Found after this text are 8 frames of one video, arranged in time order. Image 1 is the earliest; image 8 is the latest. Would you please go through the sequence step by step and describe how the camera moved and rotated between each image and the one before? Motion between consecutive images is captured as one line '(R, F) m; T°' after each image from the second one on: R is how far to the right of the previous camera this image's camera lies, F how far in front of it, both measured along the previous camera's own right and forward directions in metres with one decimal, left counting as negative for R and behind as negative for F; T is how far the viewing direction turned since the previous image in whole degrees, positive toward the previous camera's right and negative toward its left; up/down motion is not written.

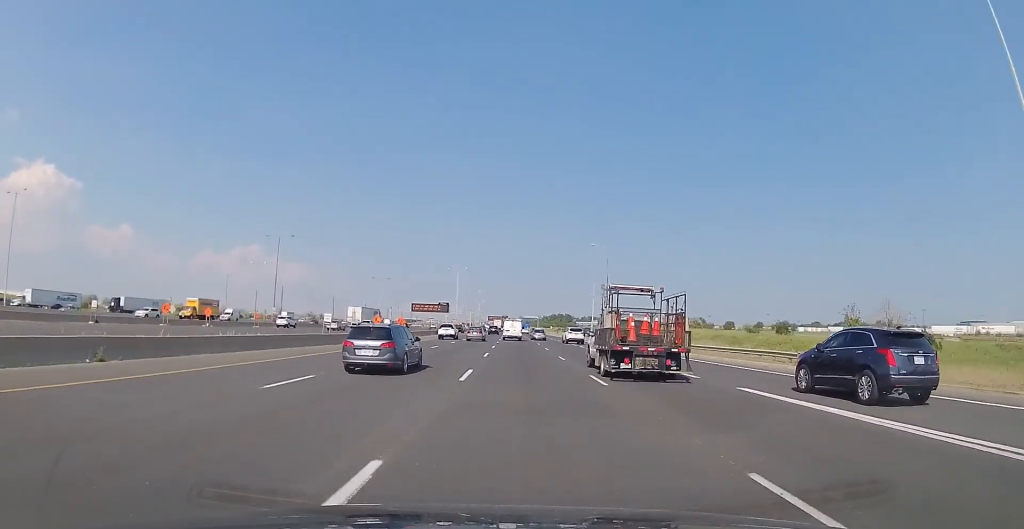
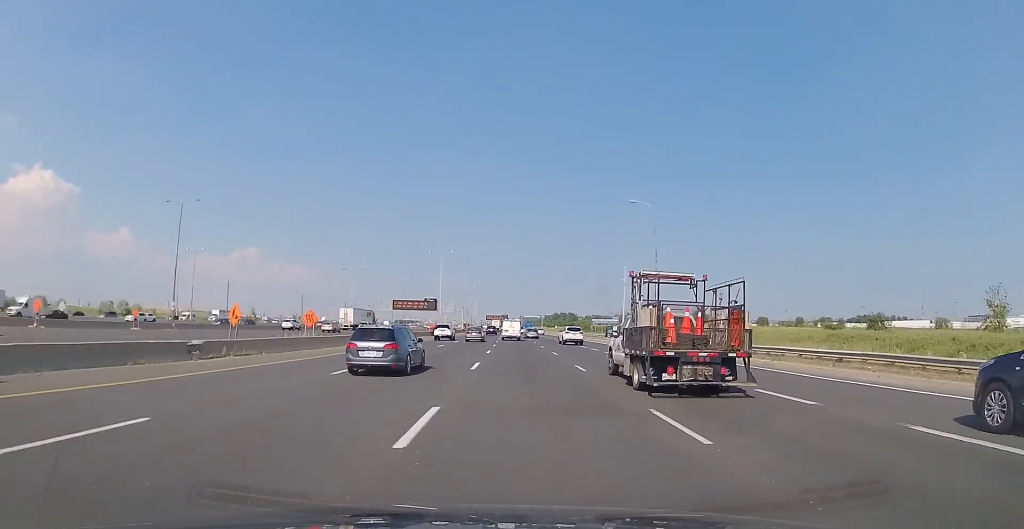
(-0.1, +31.8) m; 0°
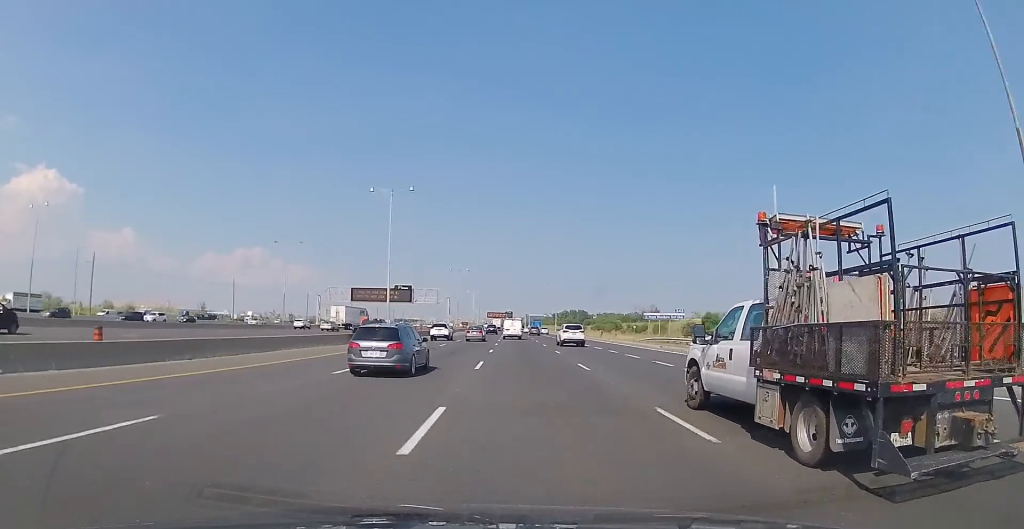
(+0.3, +48.1) m; 0°
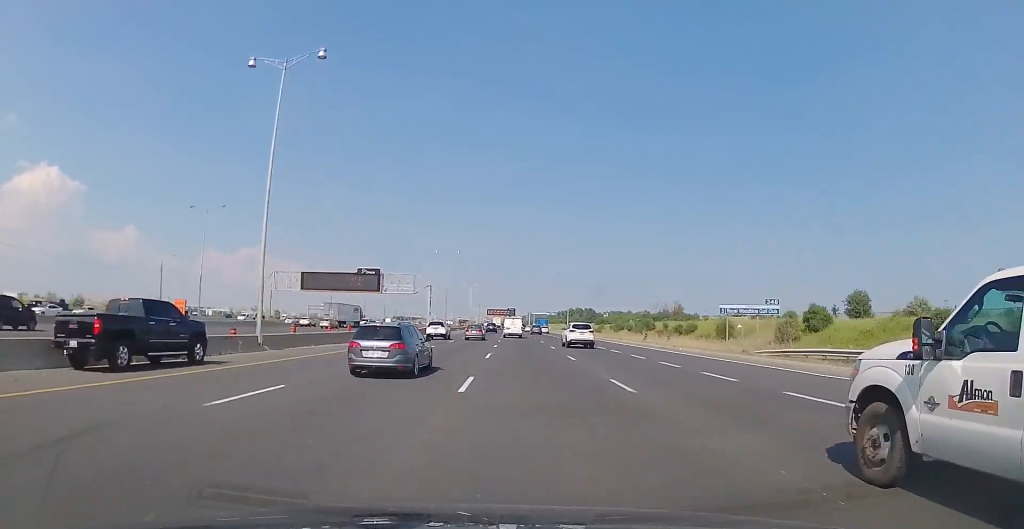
(-0.3, +30.5) m; -1°
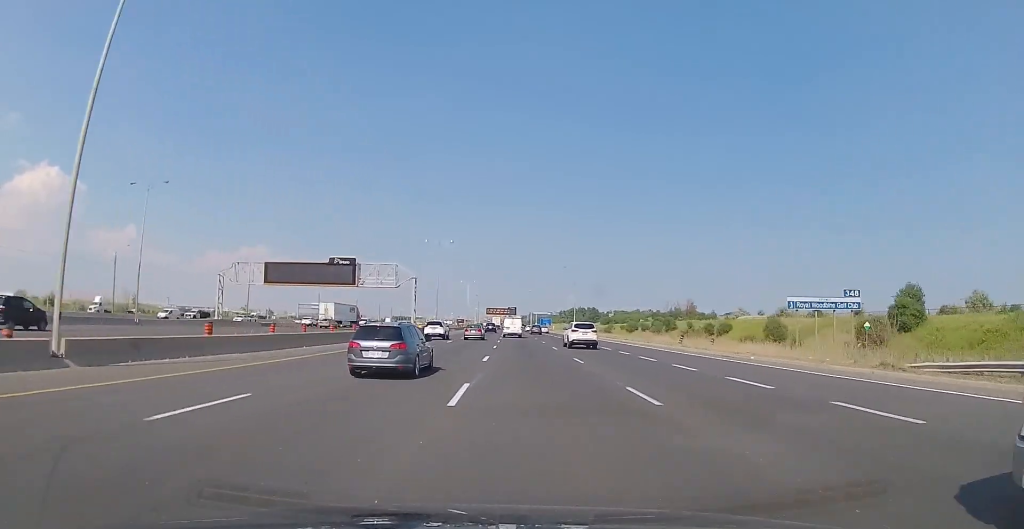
(0.0, +14.1) m; 0°
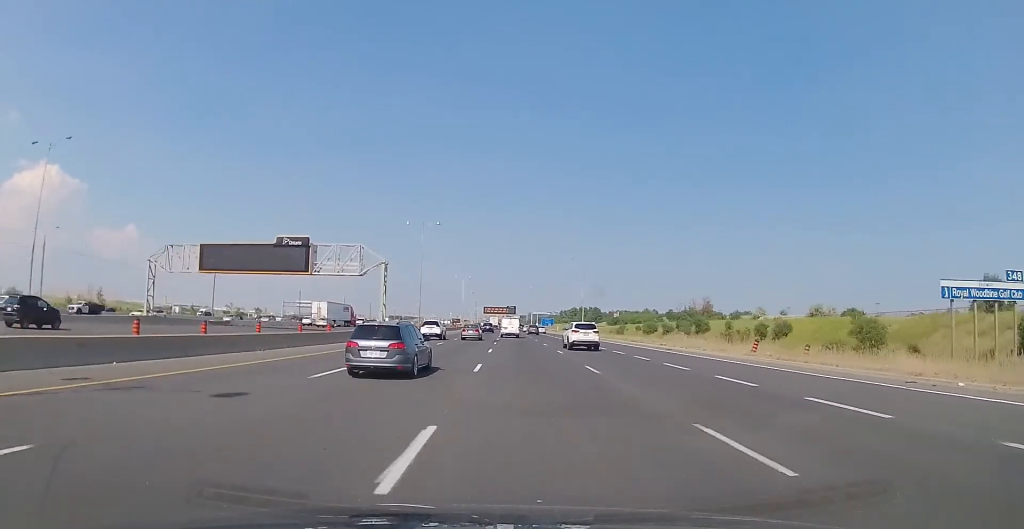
(0.0, +17.1) m; 0°
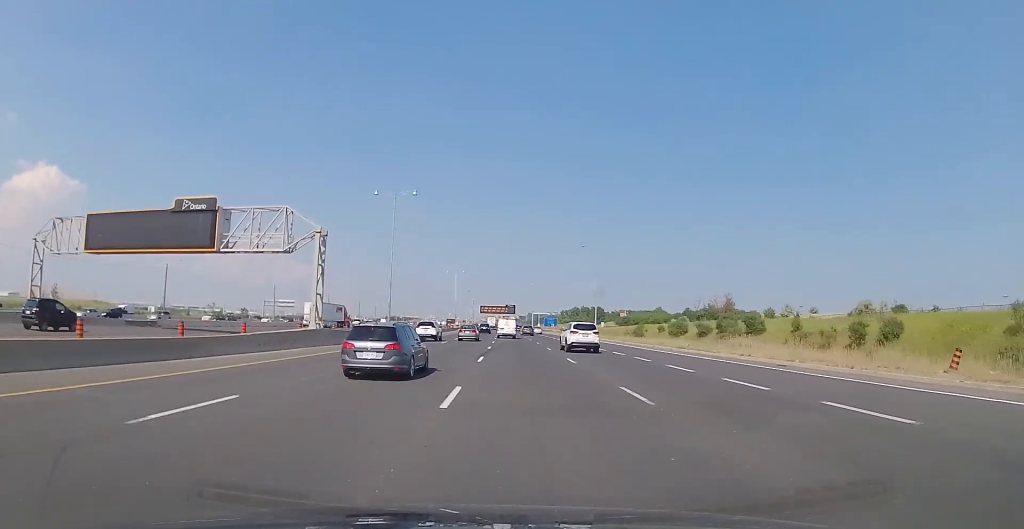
(0.0, +19.0) m; 0°
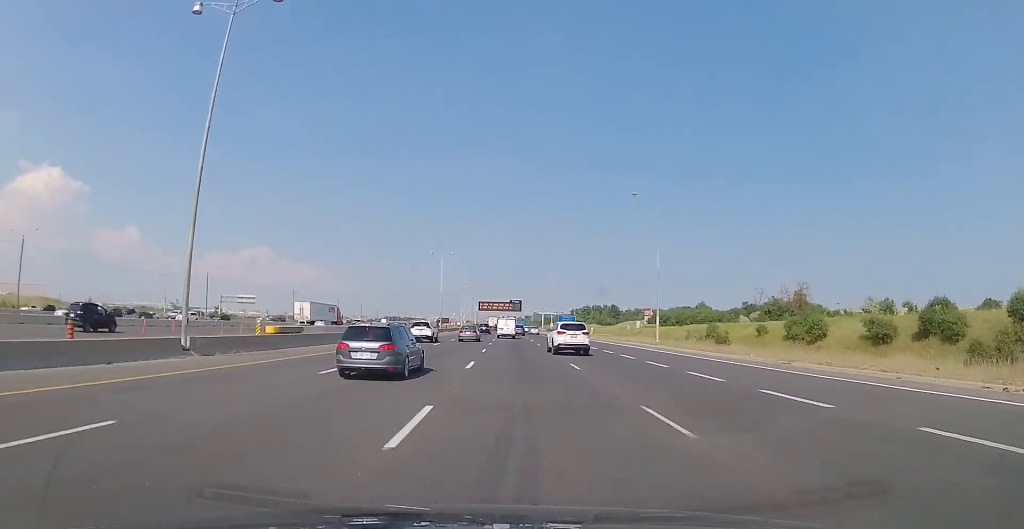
(0.0, +39.7) m; 0°
